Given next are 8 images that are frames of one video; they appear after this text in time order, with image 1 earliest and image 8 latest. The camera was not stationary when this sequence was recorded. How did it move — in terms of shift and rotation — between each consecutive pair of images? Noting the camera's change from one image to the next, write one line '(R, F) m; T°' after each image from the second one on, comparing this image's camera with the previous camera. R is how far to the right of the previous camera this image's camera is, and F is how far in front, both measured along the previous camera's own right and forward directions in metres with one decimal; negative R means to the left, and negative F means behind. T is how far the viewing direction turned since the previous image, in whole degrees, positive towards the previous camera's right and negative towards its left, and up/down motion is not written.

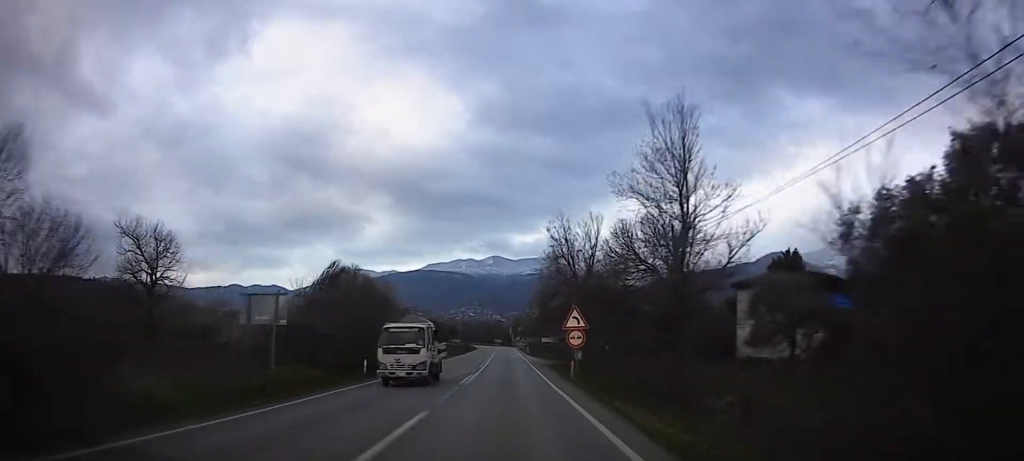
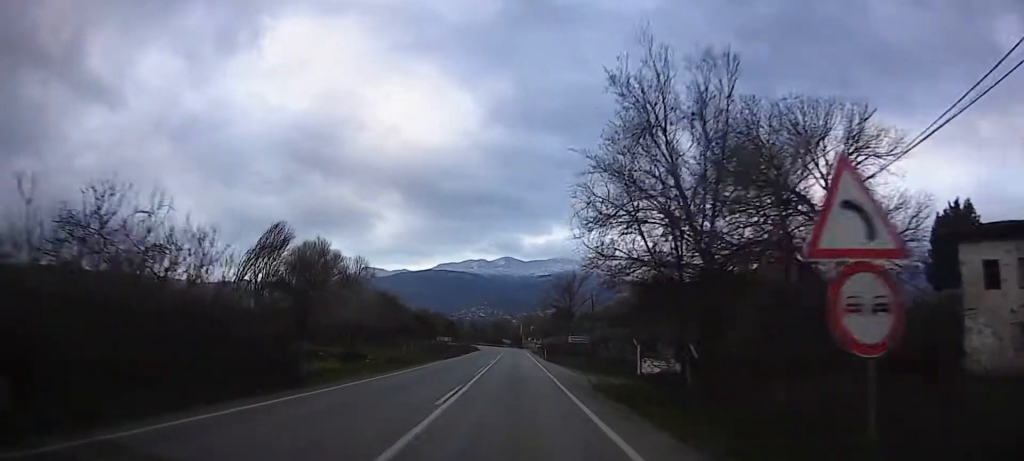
(0.0, +23.3) m; 0°
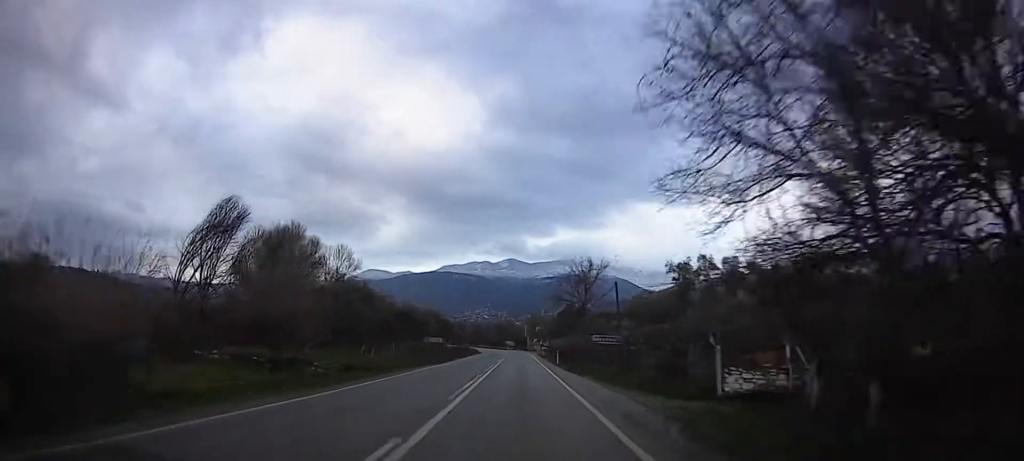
(0.0, +11.3) m; 0°
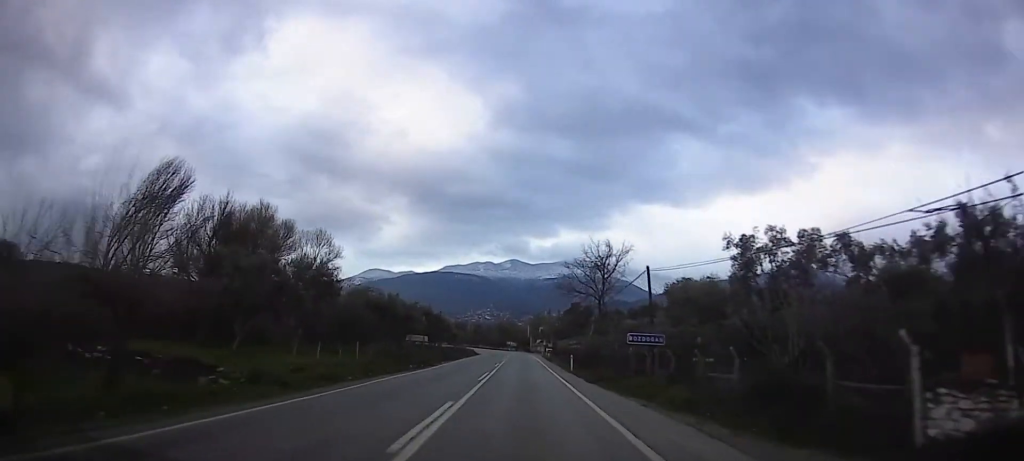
(0.0, +9.8) m; 0°
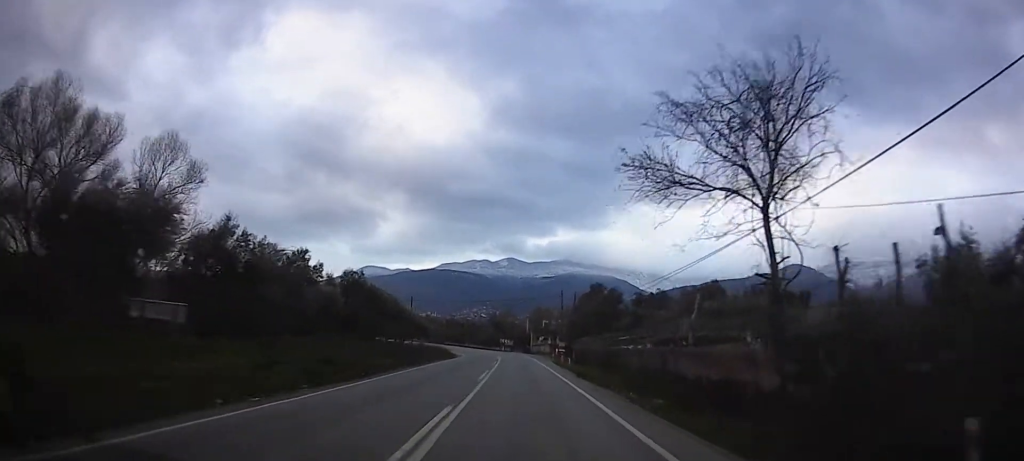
(-0.1, +30.9) m; 0°
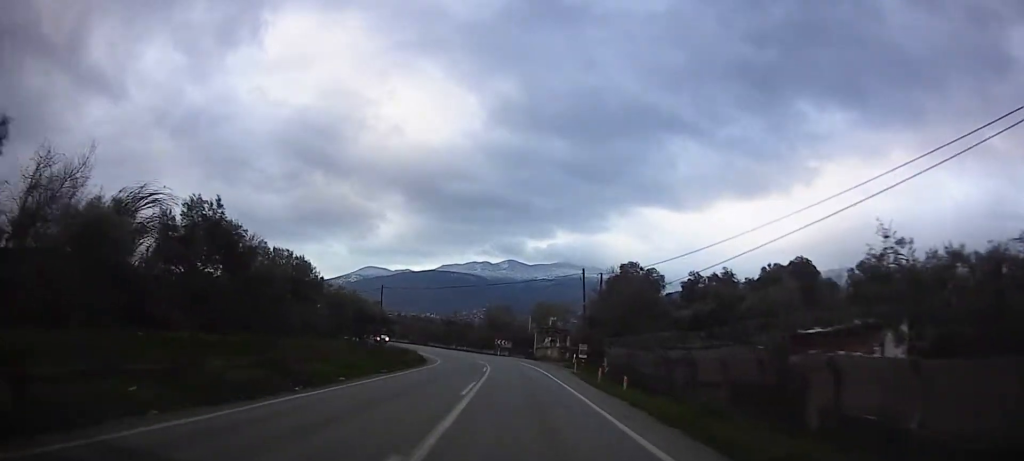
(+0.2, +20.4) m; +1°
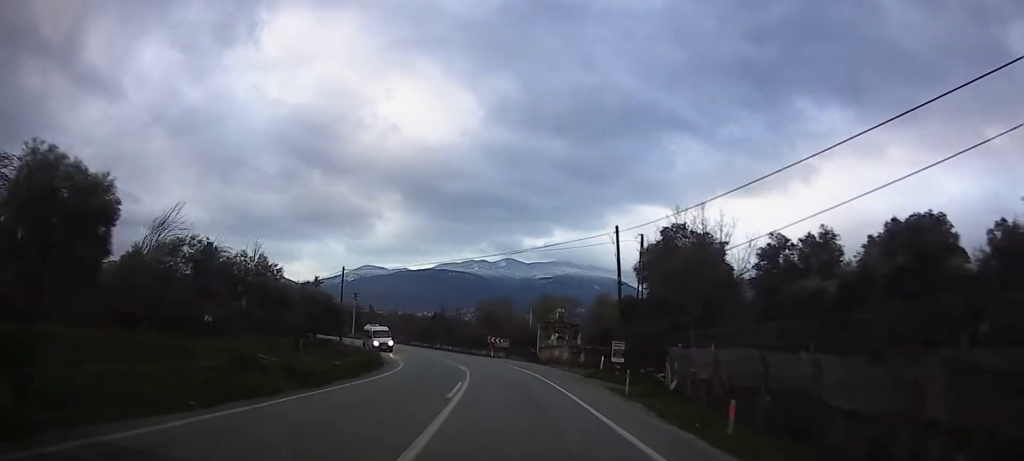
(0.0, +15.7) m; -2°
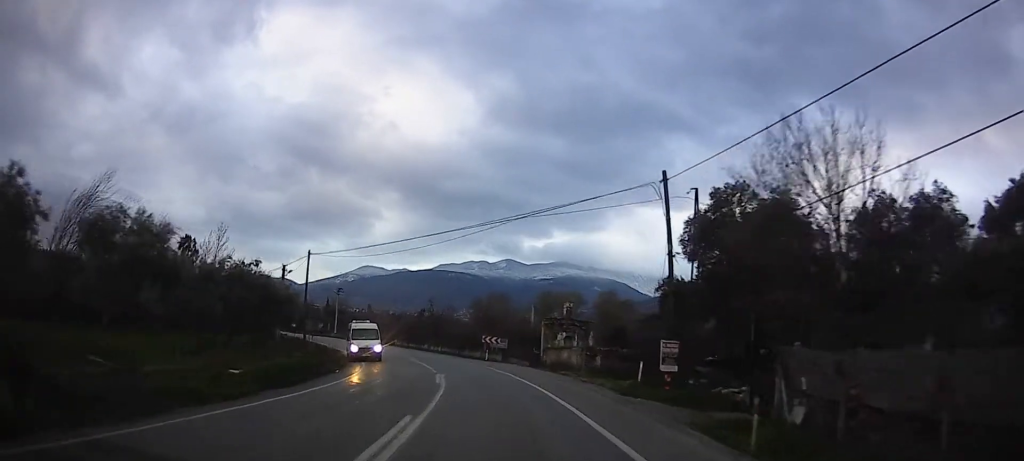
(-0.3, +9.8) m; -7°
